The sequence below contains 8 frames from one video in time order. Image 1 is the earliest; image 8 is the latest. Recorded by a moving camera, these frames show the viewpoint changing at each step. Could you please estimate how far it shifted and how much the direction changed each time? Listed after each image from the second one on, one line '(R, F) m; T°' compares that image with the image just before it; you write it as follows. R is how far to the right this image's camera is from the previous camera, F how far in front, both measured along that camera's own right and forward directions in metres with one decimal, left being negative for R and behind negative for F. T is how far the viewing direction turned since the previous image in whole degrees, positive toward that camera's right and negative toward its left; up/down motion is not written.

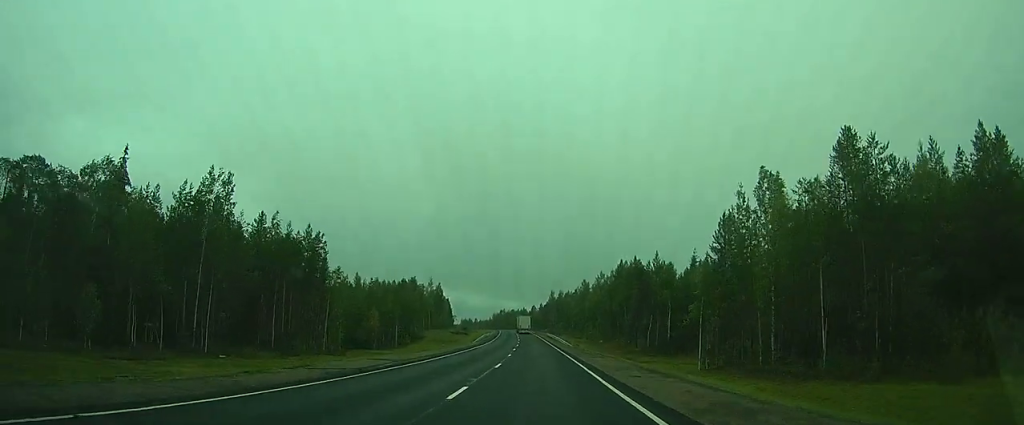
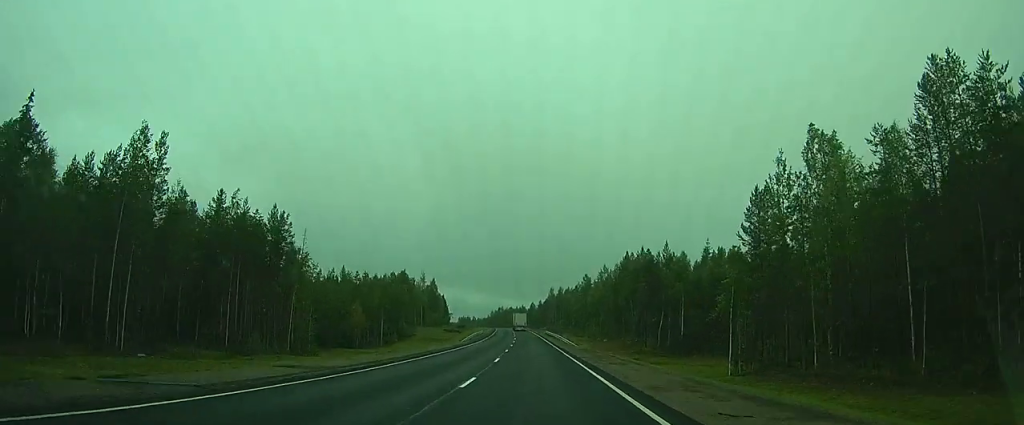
(0.0, +10.3) m; 0°
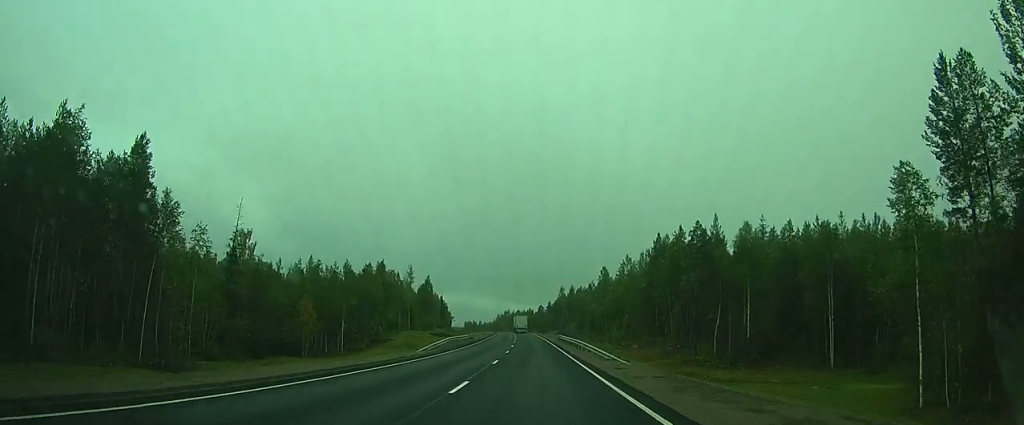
(-0.3, +26.2) m; -1°
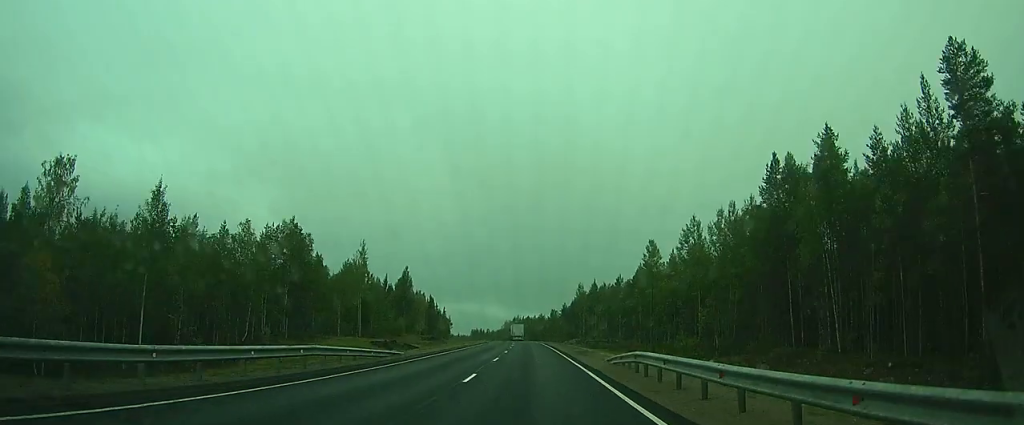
(-0.5, +47.5) m; -1°
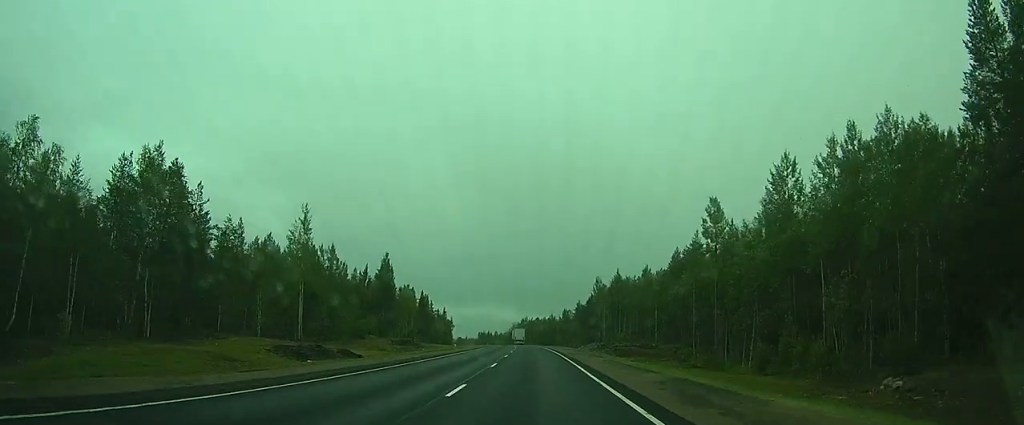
(-0.2, +29.6) m; -1°
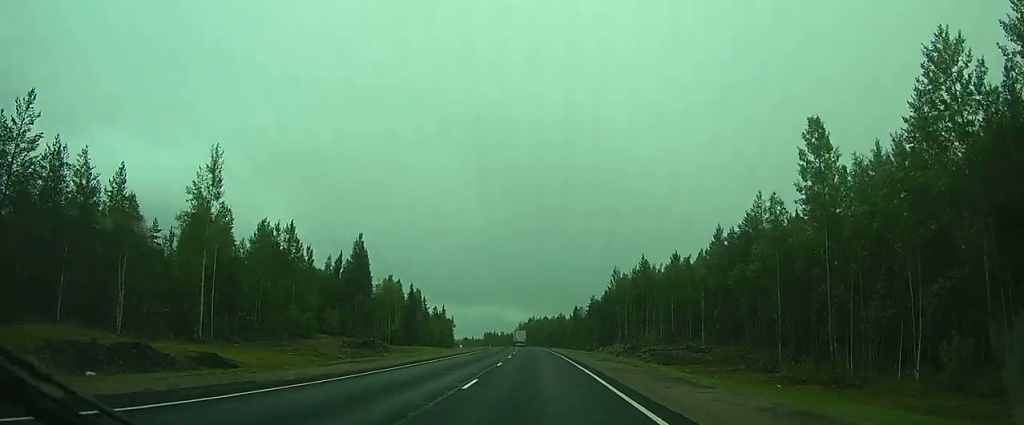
(-0.1, +24.1) m; -1°
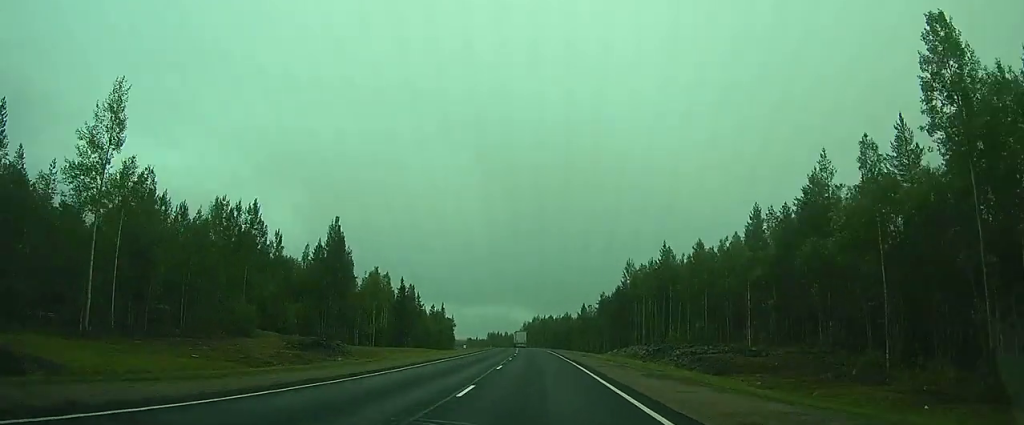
(-0.2, +15.0) m; -1°
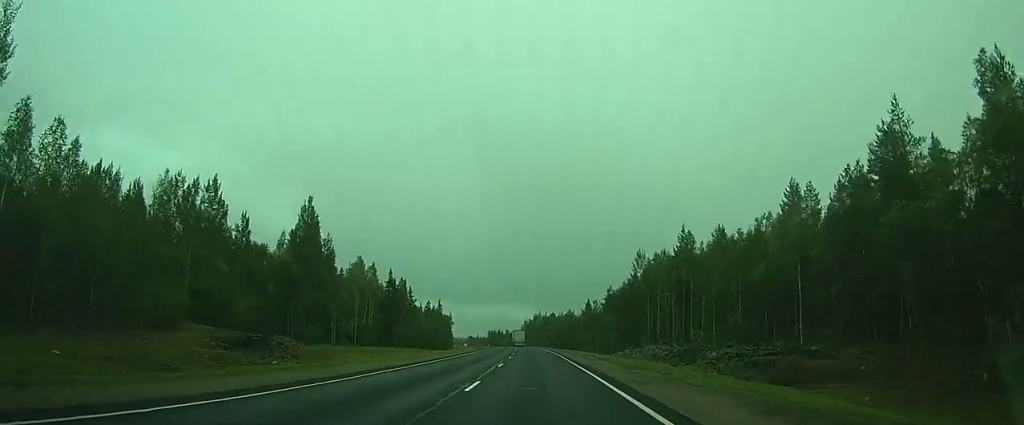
(0.0, +11.7) m; 0°
